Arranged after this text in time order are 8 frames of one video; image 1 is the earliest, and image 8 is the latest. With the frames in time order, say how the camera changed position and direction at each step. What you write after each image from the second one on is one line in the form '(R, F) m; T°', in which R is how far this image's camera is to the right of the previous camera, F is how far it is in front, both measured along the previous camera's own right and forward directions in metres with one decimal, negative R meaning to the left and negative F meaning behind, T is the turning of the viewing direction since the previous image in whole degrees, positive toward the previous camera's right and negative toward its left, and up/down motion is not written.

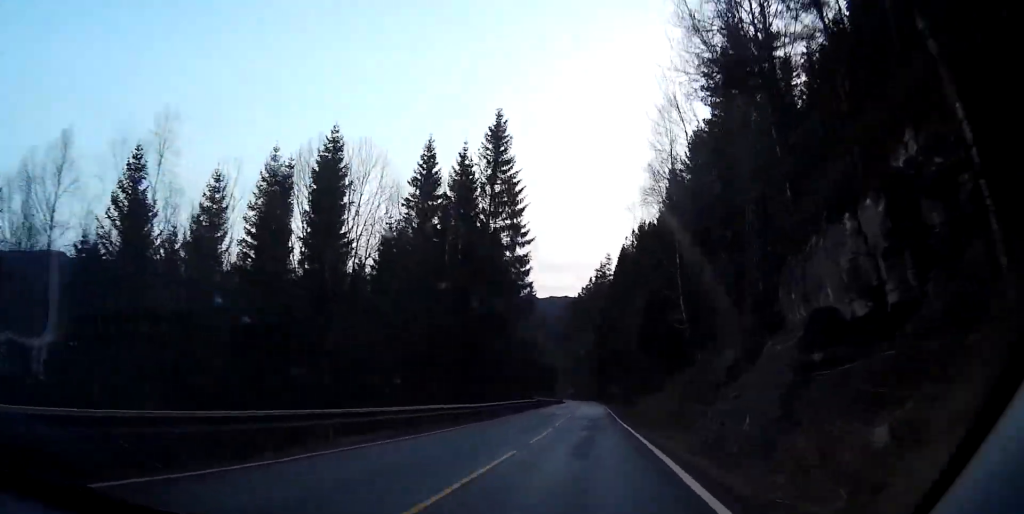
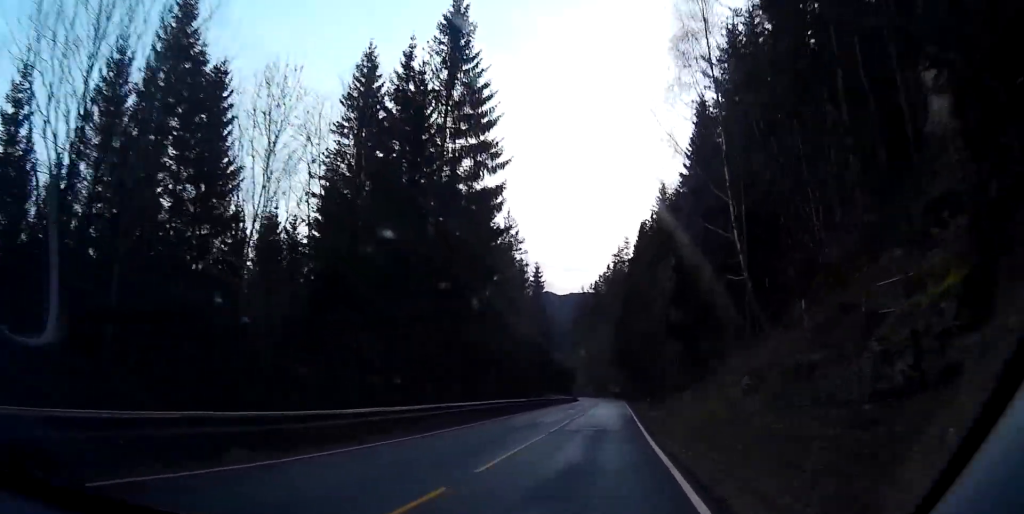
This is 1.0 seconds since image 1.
(-0.5, +18.5) m; -2°
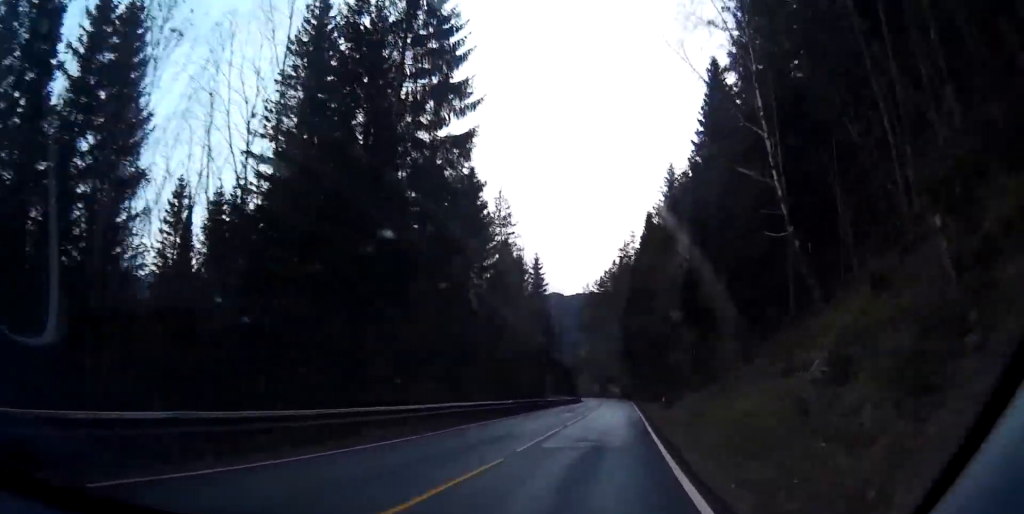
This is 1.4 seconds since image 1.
(0.0, +8.3) m; -1°
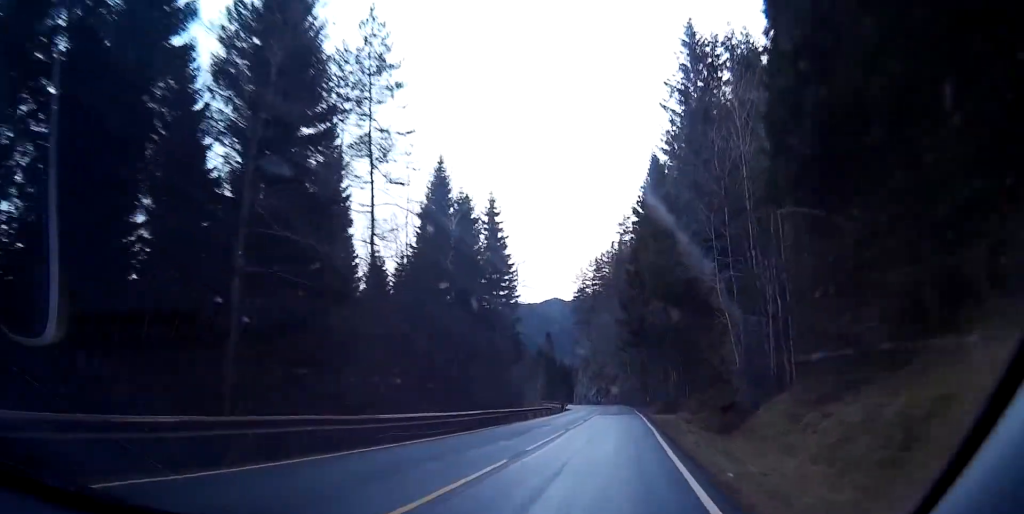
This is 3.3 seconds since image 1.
(-1.0, +35.6) m; -3°
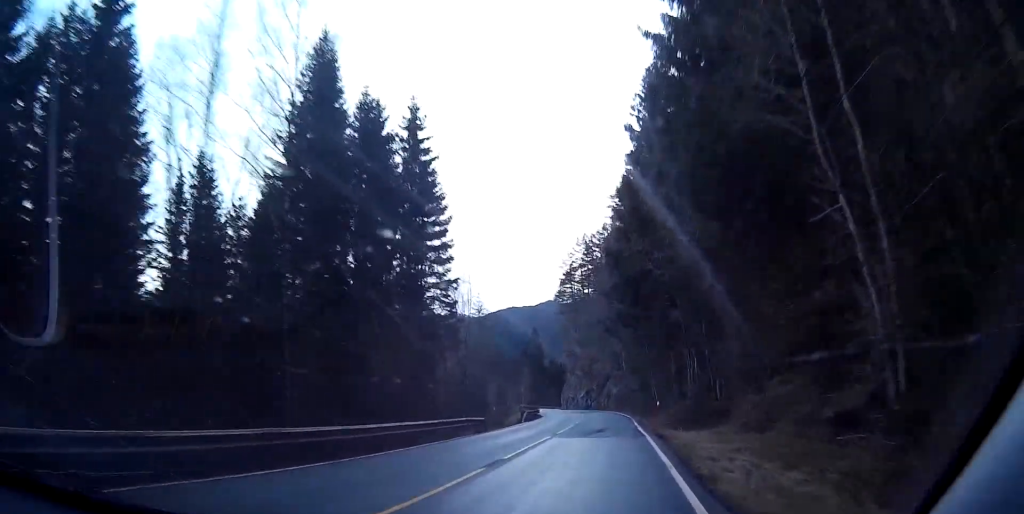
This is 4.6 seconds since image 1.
(-0.5, +25.2) m; +1°
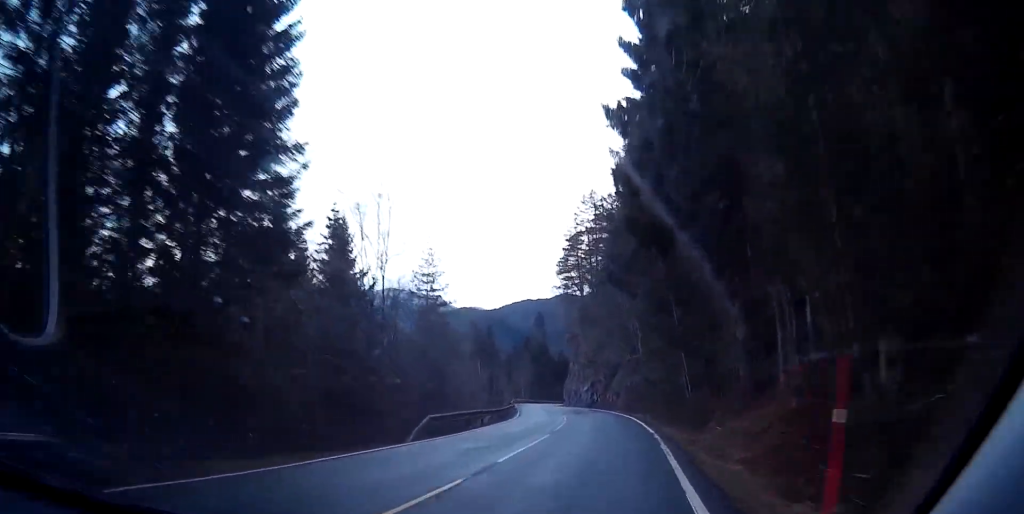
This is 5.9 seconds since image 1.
(+1.1, +25.2) m; +2°
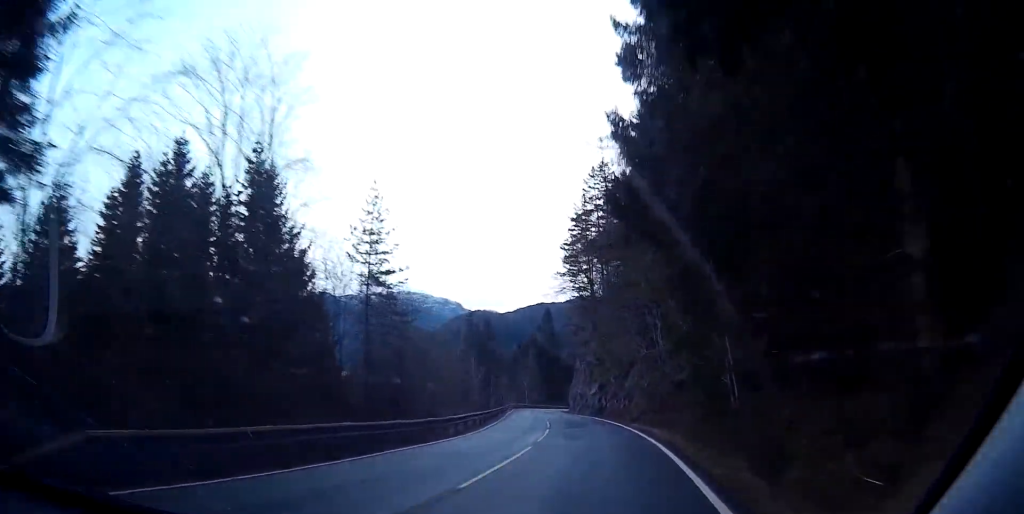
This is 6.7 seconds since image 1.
(0.0, +14.9) m; -1°
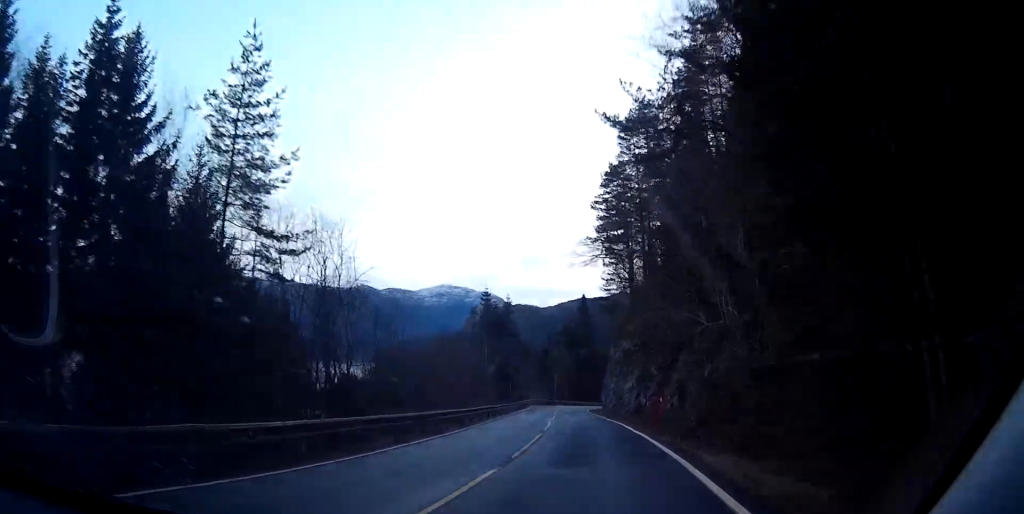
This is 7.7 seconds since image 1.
(-0.3, +17.8) m; 0°
